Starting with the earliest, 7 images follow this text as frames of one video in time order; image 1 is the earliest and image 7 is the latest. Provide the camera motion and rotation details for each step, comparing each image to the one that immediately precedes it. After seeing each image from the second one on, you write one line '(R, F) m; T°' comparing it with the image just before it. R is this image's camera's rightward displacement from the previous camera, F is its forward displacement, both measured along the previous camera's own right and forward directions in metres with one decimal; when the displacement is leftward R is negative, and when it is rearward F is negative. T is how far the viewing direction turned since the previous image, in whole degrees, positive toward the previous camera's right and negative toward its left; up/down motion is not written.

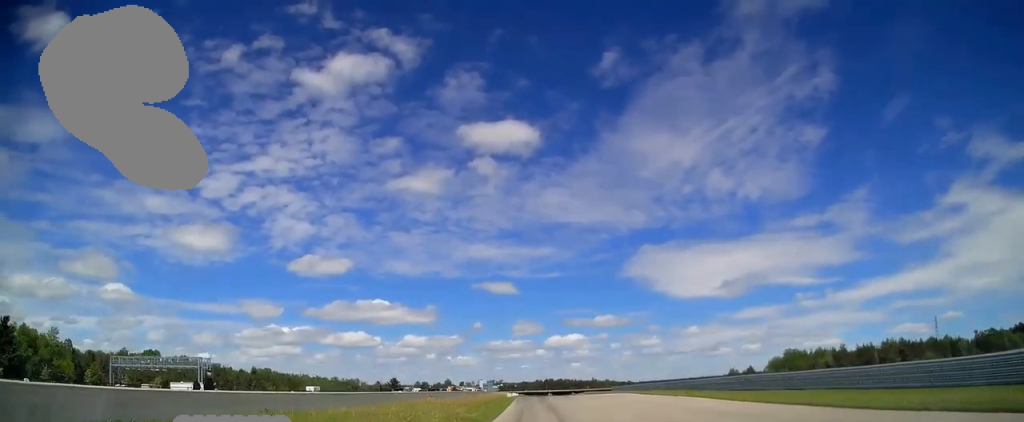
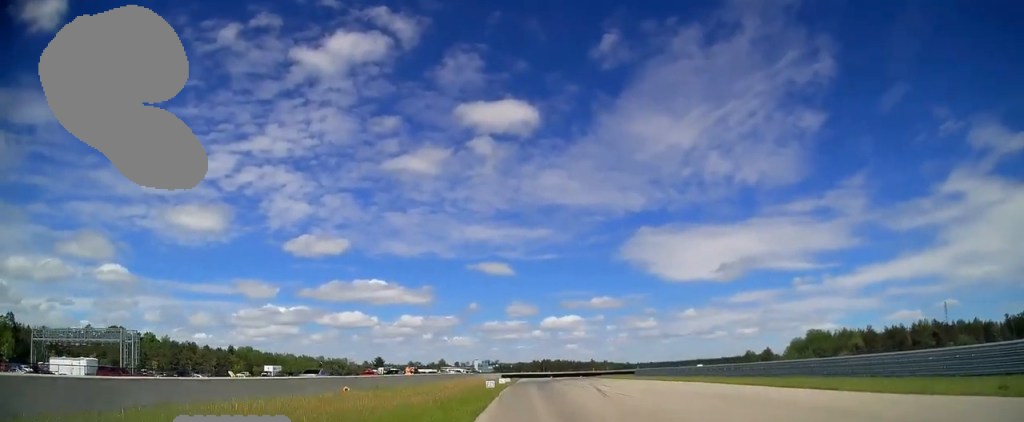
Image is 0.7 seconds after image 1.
(0.0, +24.0) m; 0°
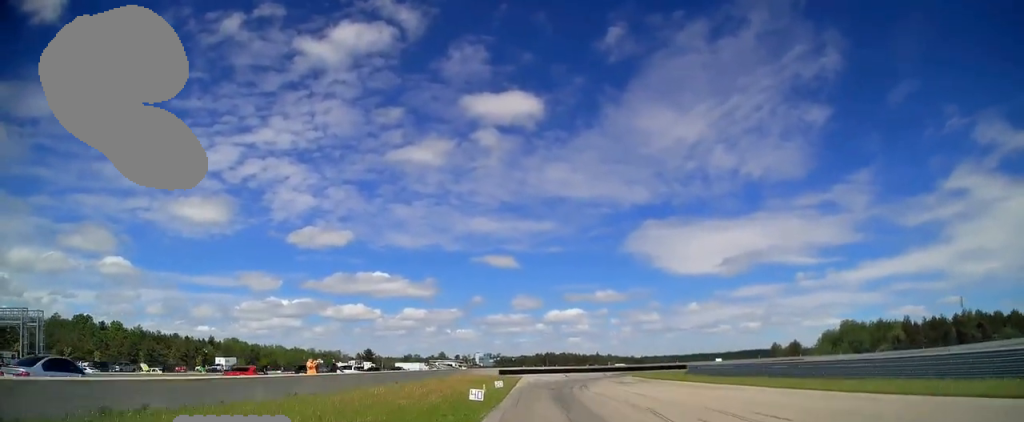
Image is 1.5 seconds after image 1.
(+0.1, +24.1) m; +1°
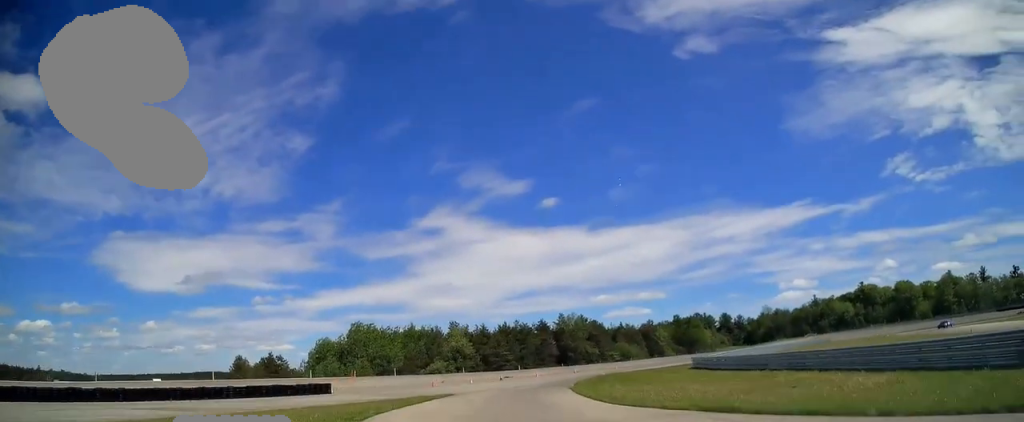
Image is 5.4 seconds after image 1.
(+35.1, +92.3) m; +50°
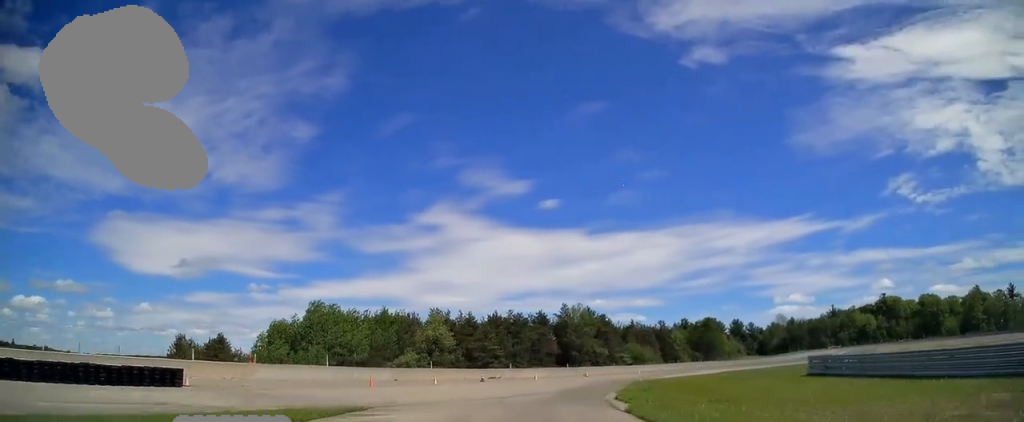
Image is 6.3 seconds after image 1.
(+0.9, +25.3) m; +5°
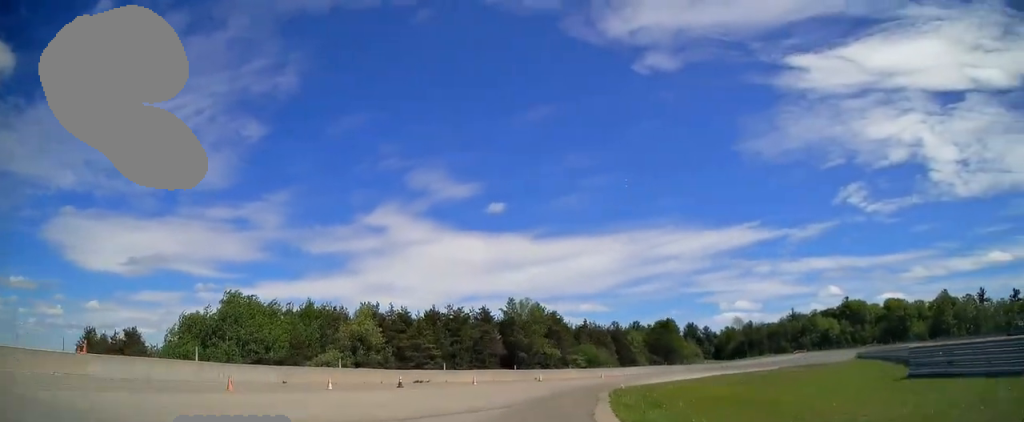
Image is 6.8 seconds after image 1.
(+0.5, +14.2) m; +4°
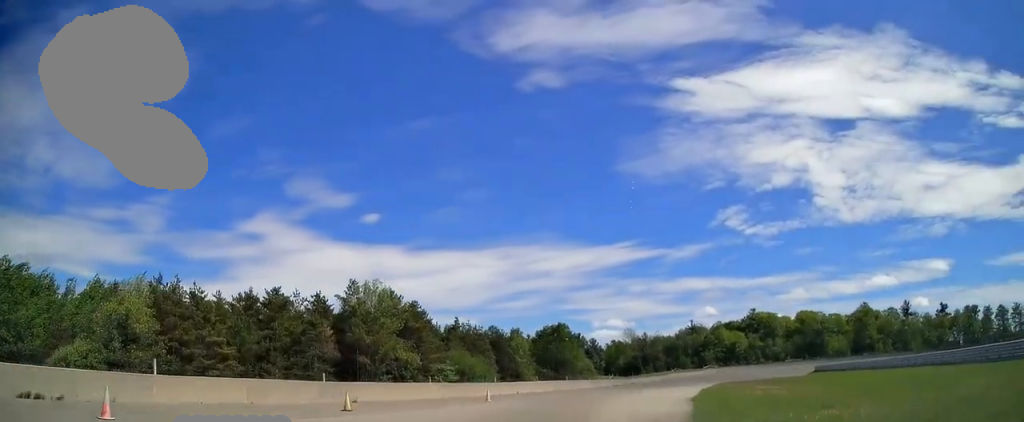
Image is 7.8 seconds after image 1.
(+2.1, +30.2) m; +9°
